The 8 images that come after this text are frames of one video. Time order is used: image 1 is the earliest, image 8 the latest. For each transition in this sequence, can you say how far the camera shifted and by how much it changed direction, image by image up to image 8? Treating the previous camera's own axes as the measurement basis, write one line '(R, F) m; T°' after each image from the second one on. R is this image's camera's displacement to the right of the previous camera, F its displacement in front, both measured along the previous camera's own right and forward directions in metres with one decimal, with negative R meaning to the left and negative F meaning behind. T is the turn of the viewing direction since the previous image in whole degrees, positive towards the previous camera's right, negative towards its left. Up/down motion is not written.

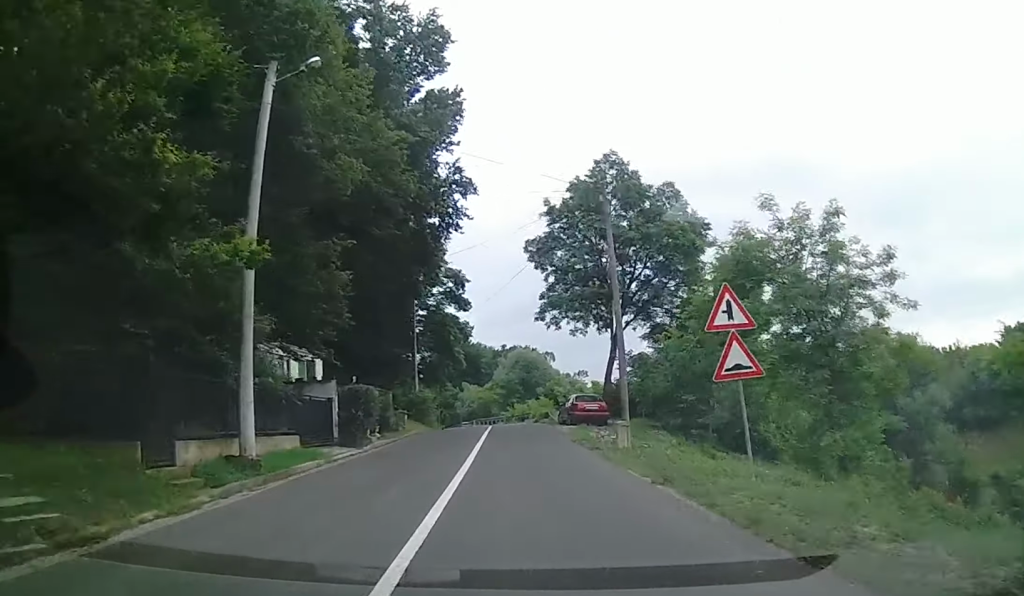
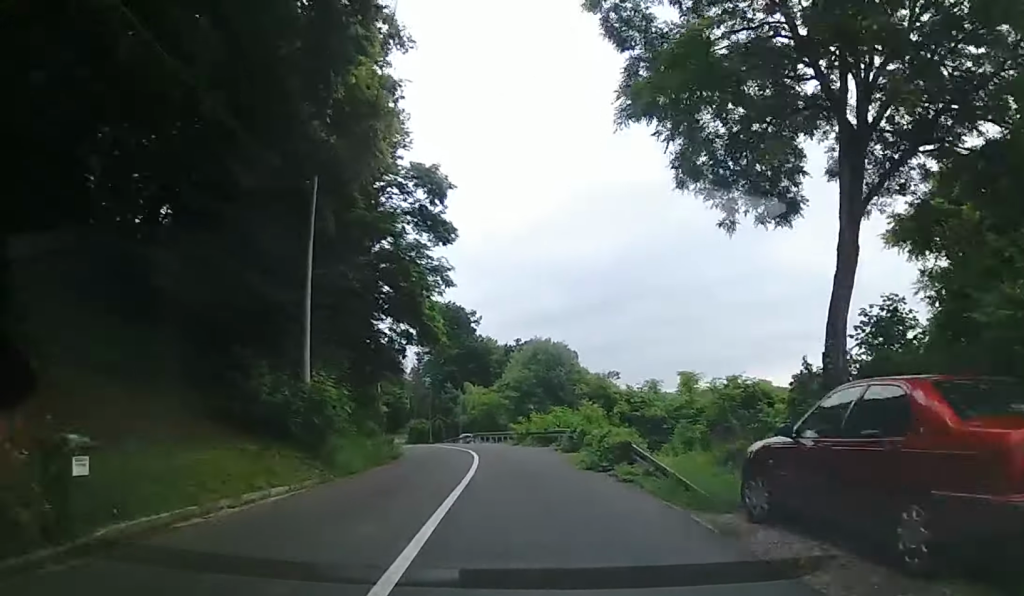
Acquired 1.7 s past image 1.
(-0.3, +25.1) m; -4°
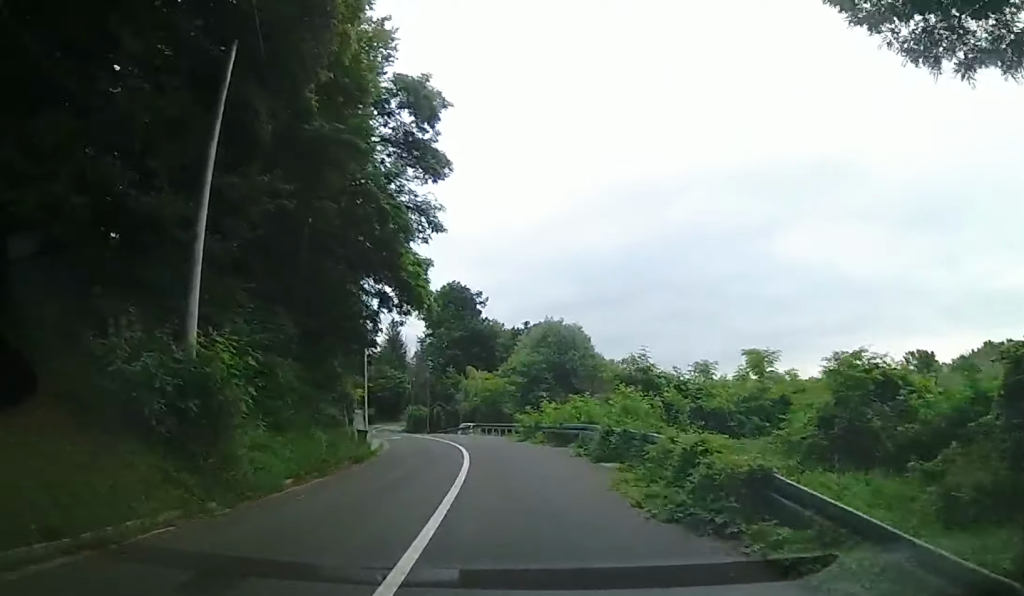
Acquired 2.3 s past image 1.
(-0.1, +7.7) m; -2°
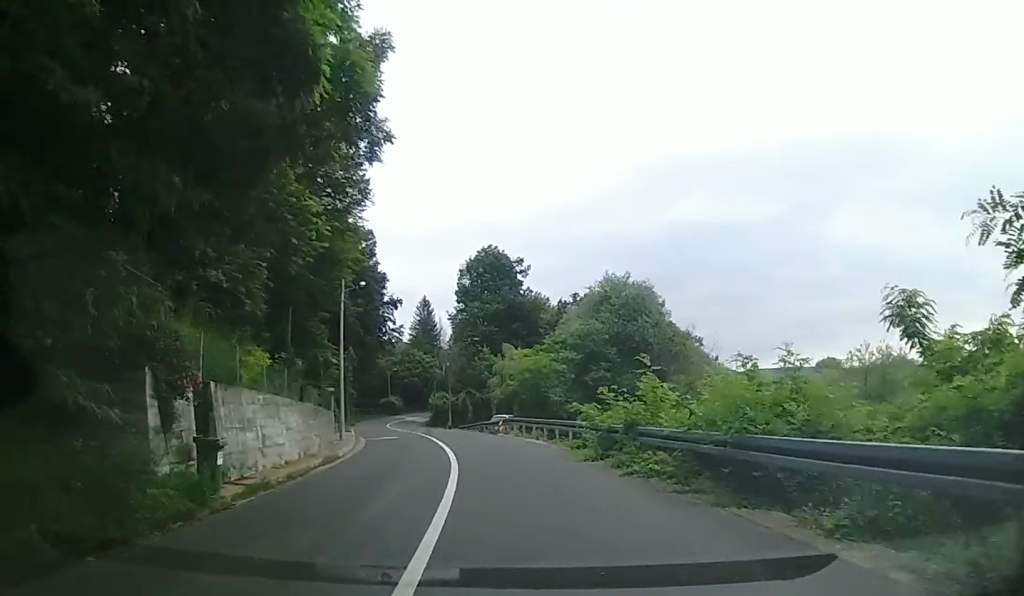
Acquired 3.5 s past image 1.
(-0.7, +17.5) m; -7°
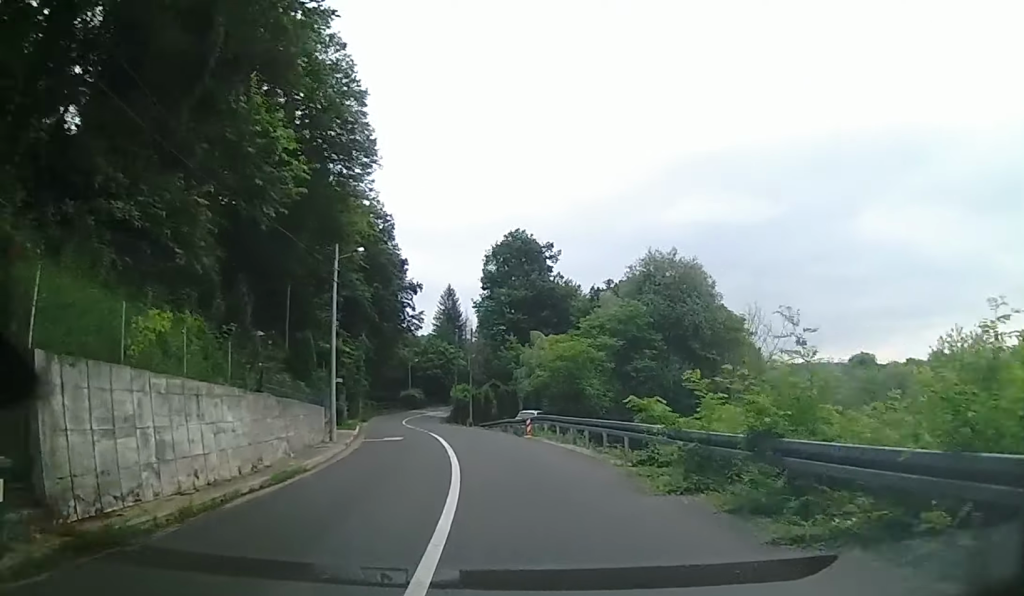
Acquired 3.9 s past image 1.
(+0.2, +6.3) m; -3°
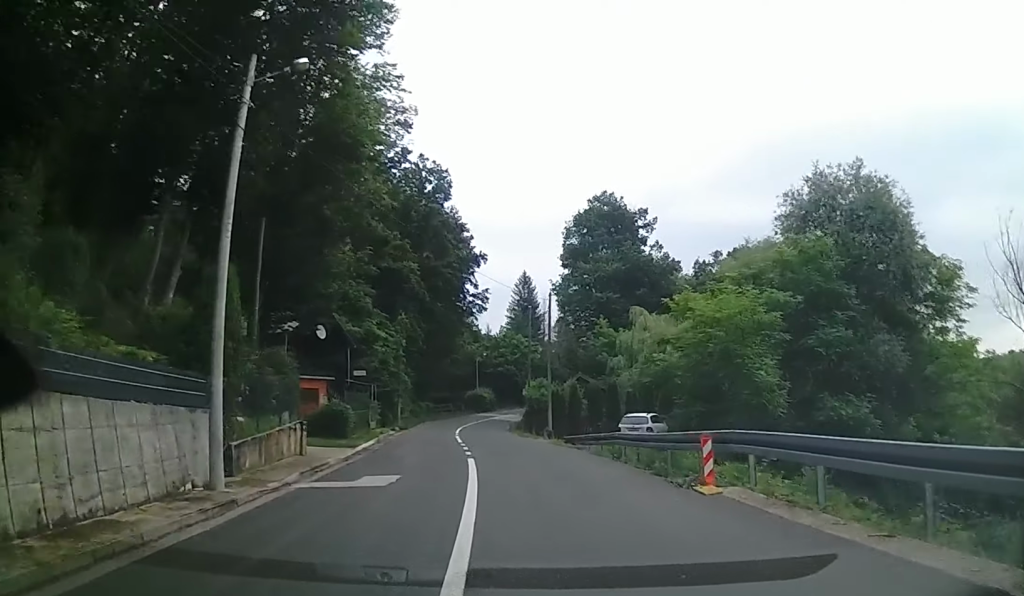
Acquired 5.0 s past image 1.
(-1.4, +16.0) m; -5°
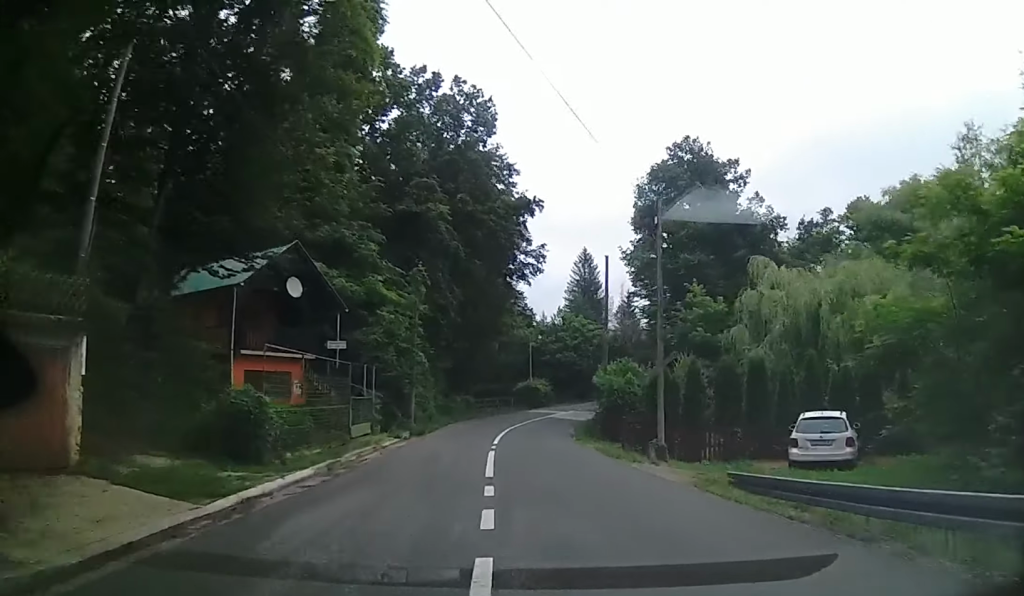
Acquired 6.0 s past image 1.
(+0.1, +14.3) m; -1°
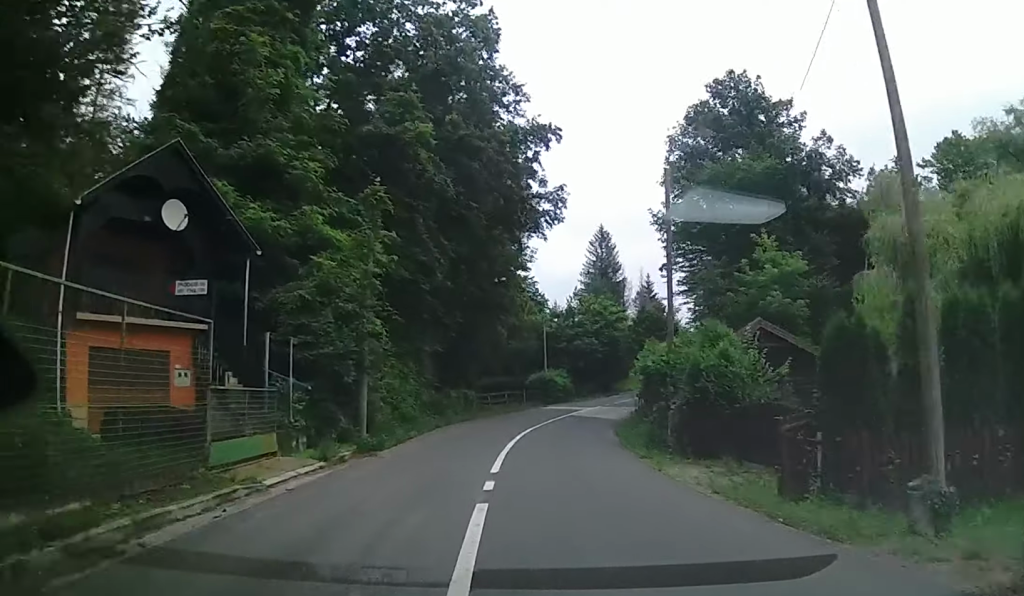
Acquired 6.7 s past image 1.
(-0.4, +11.0) m; +2°
